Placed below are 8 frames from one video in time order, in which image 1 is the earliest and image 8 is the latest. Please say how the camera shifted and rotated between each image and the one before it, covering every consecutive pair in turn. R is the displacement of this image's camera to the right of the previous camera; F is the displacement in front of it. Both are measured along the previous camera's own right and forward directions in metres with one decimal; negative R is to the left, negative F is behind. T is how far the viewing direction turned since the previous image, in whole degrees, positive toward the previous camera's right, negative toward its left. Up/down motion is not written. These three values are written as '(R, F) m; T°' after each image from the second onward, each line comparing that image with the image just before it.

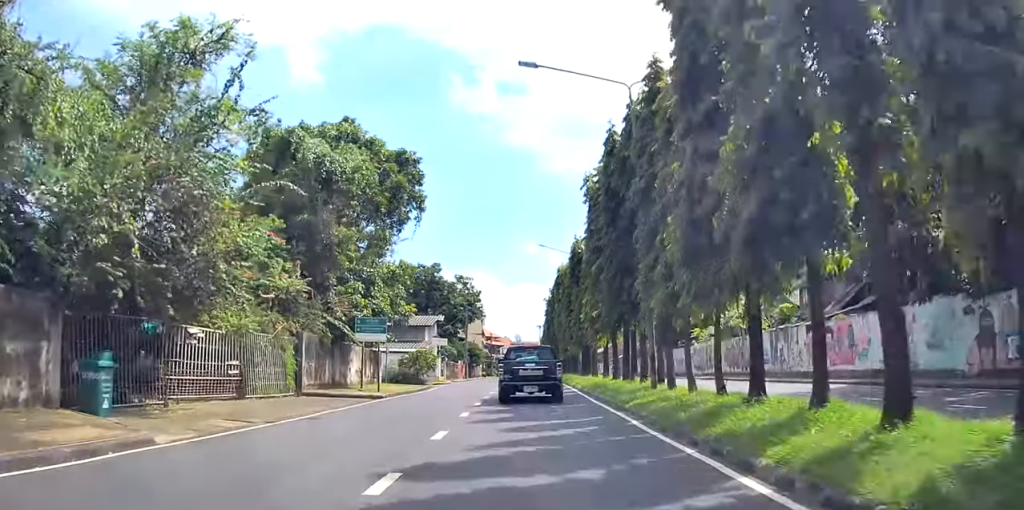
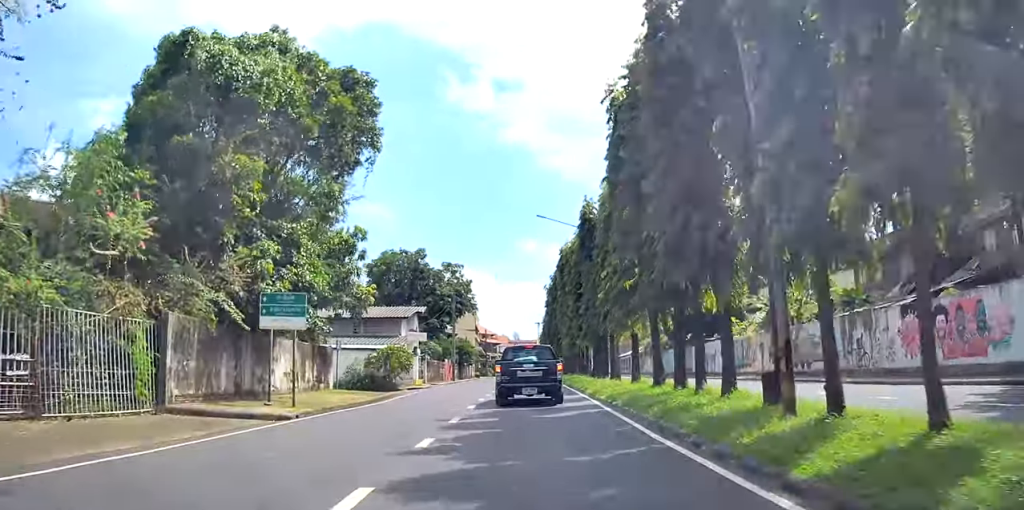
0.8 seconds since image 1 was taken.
(-0.4, +9.1) m; -2°
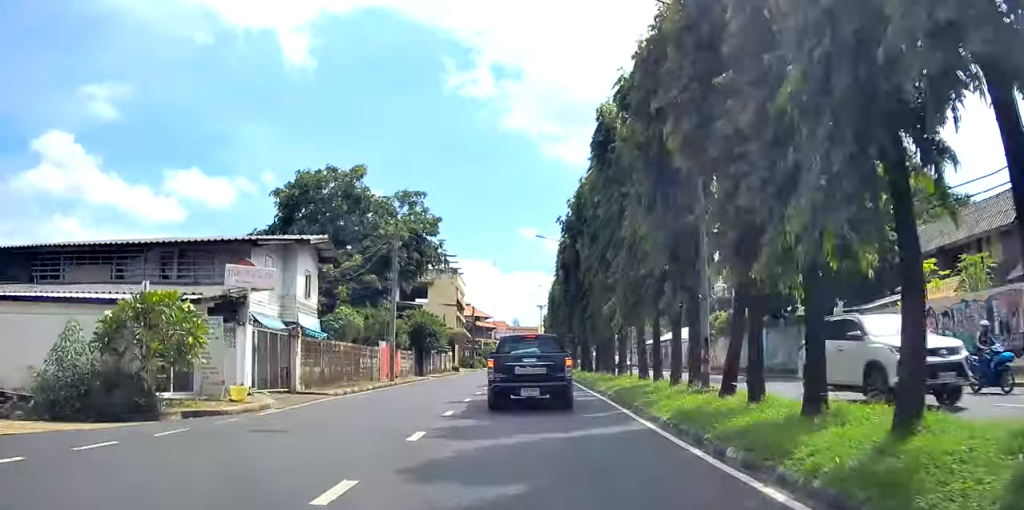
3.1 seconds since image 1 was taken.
(+0.5, +23.5) m; +5°
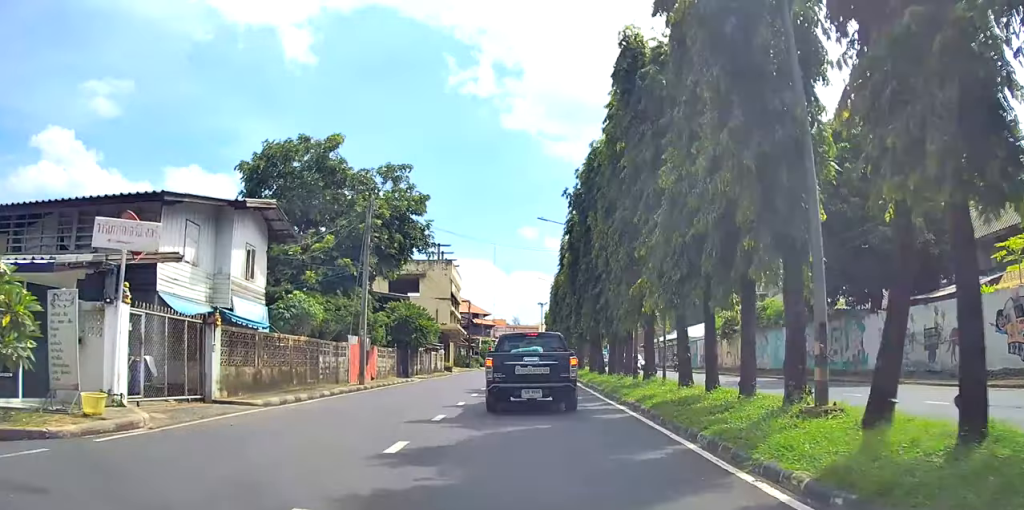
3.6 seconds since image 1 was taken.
(+0.2, +5.2) m; +2°
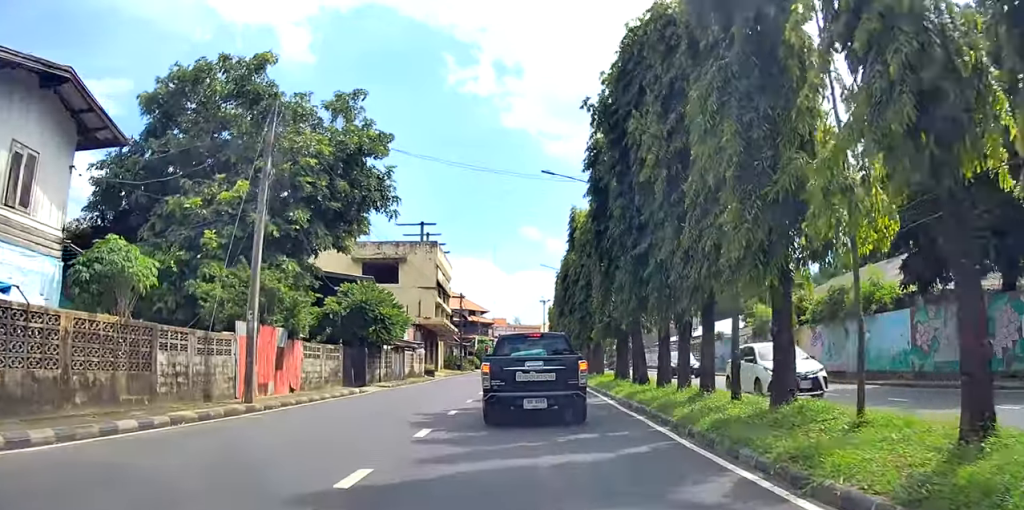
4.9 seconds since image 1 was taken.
(+0.2, +10.9) m; -2°
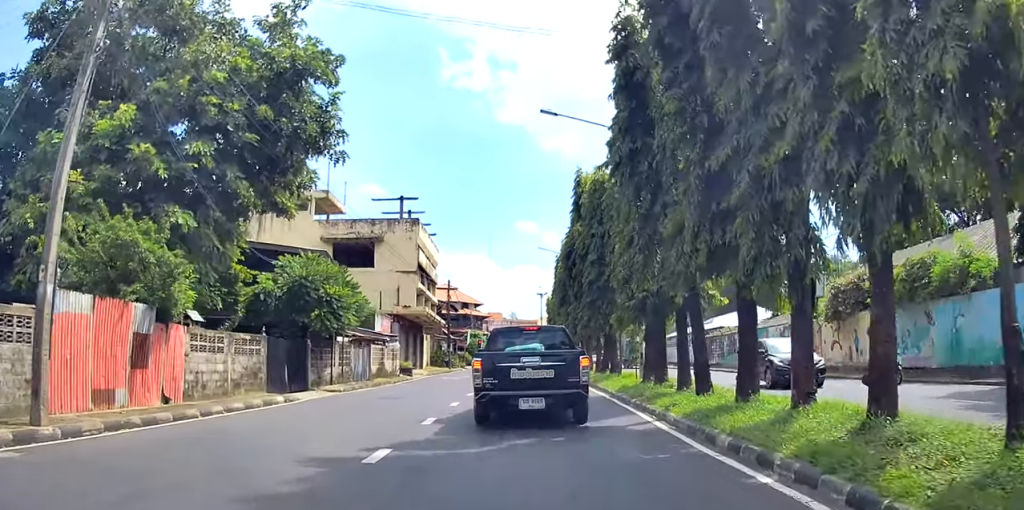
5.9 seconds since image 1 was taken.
(-0.5, +8.2) m; -3°
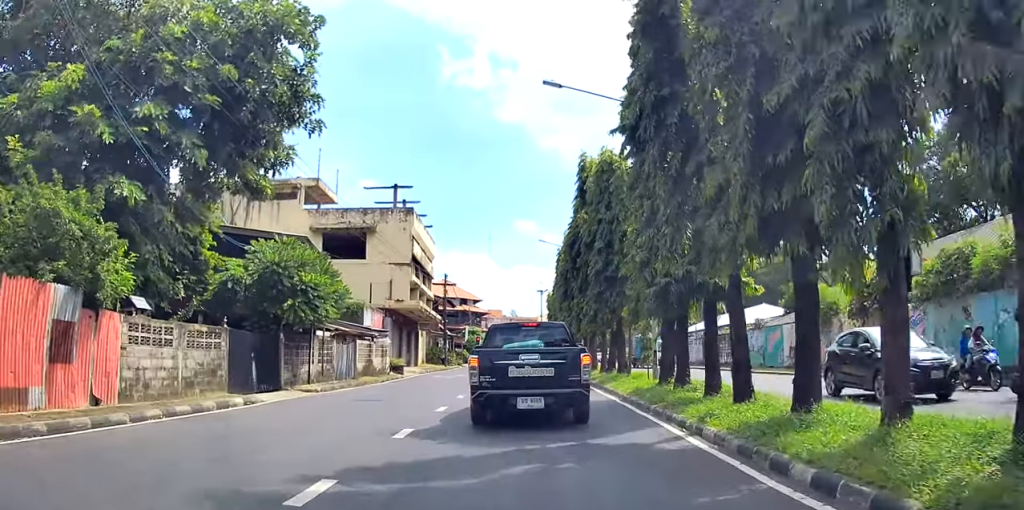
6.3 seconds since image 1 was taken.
(0.0, +3.3) m; -1°
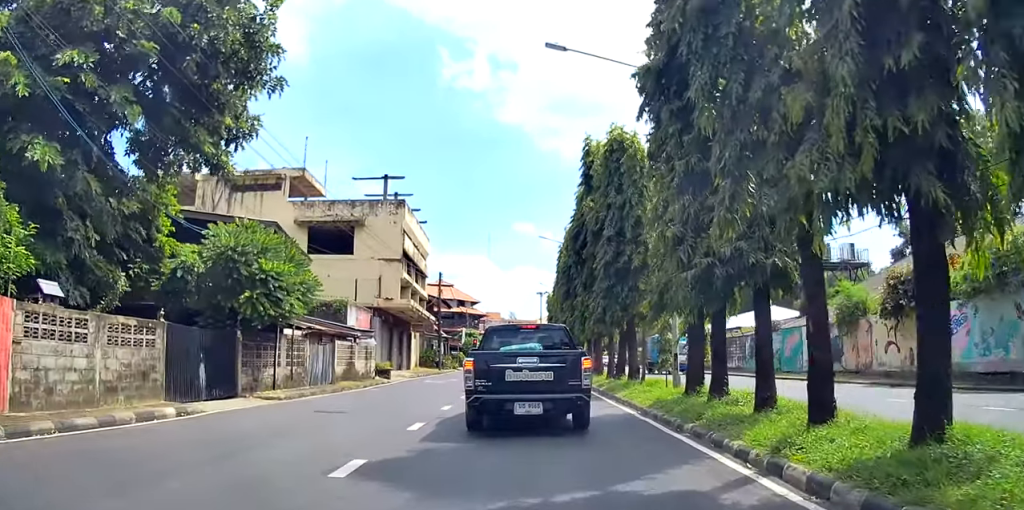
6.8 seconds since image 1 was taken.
(+0.1, +4.0) m; -1°
